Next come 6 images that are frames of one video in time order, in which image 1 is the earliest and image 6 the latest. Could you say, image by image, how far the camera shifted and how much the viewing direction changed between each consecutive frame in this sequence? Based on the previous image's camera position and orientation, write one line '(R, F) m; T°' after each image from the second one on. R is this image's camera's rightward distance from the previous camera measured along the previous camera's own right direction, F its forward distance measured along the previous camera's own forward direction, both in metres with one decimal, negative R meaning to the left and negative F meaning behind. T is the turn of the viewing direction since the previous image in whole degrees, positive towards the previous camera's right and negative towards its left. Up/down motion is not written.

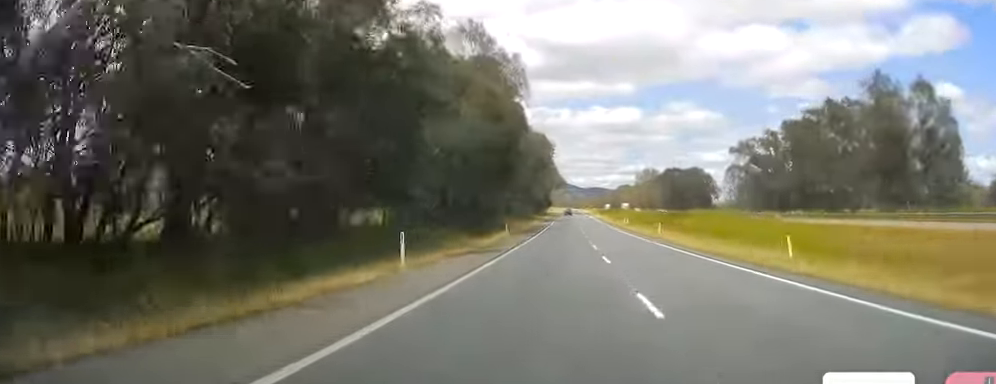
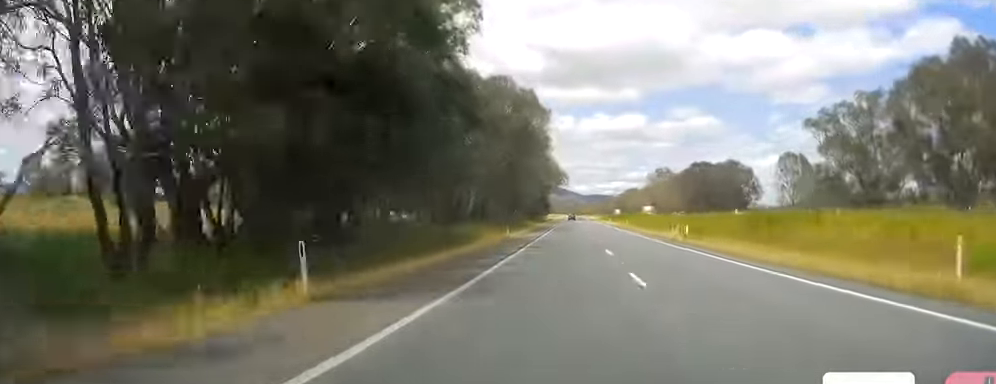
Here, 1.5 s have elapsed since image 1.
(-0.6, +43.4) m; -1°
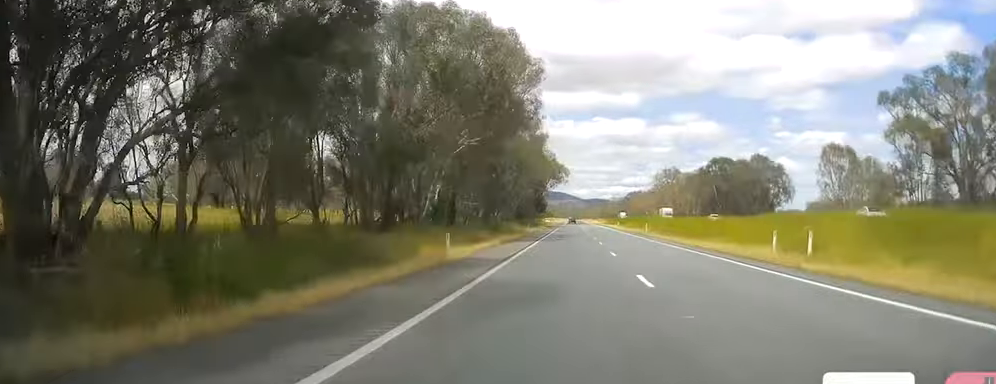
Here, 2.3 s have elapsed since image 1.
(-0.1, +24.0) m; 0°
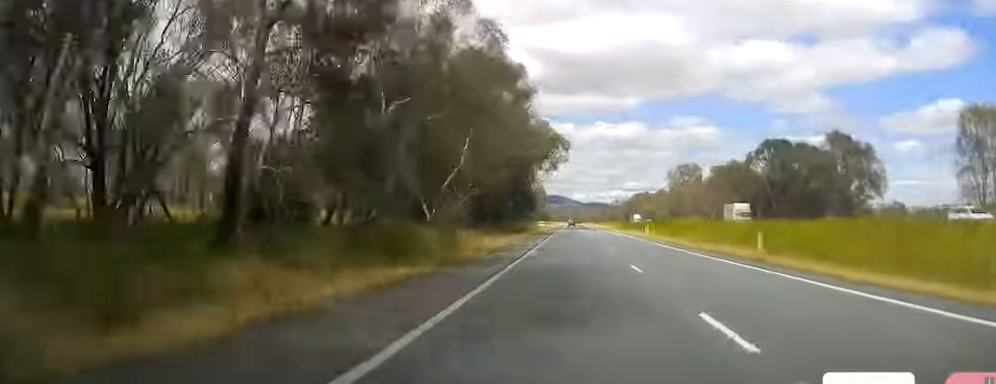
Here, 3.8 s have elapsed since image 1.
(+0.5, +42.9) m; +1°
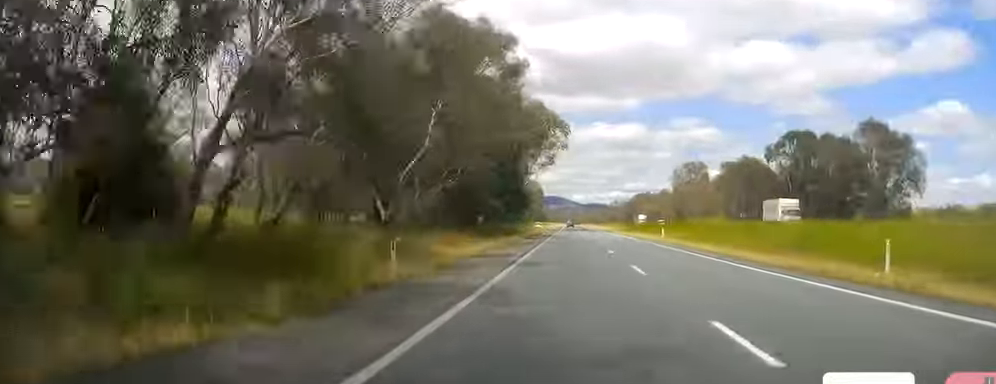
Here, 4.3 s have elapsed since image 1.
(+0.1, +12.4) m; 0°
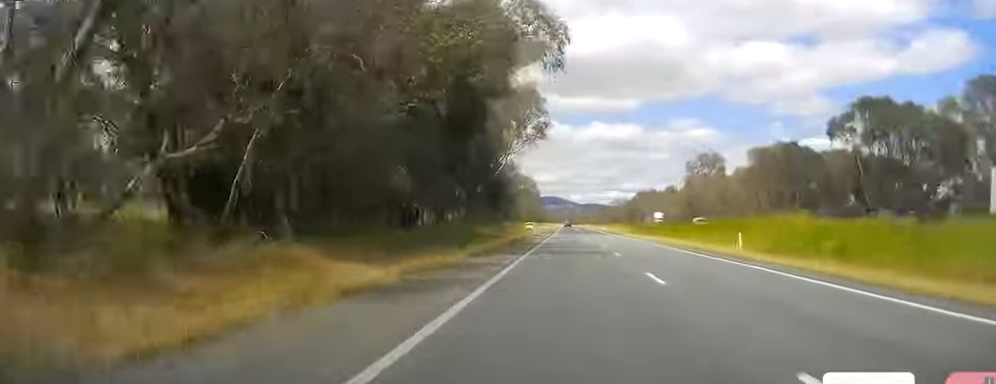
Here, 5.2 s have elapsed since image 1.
(-0.3, +27.6) m; +1°
